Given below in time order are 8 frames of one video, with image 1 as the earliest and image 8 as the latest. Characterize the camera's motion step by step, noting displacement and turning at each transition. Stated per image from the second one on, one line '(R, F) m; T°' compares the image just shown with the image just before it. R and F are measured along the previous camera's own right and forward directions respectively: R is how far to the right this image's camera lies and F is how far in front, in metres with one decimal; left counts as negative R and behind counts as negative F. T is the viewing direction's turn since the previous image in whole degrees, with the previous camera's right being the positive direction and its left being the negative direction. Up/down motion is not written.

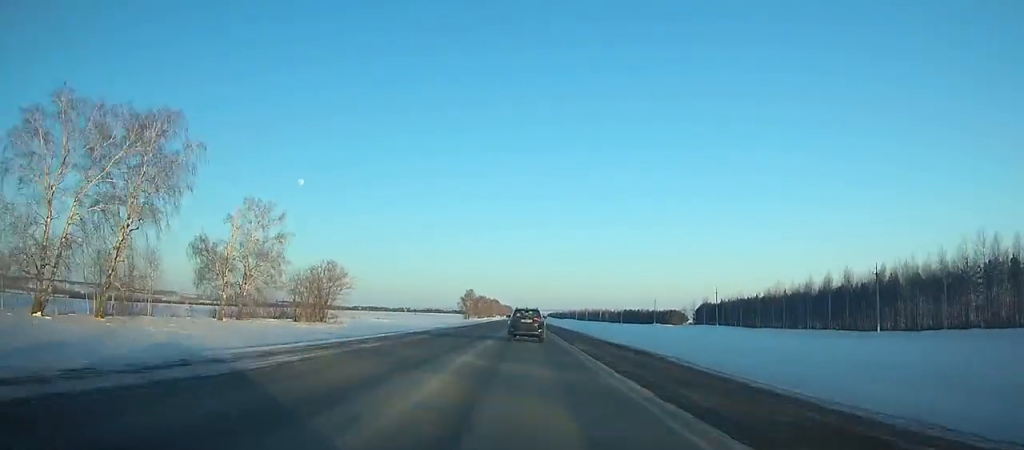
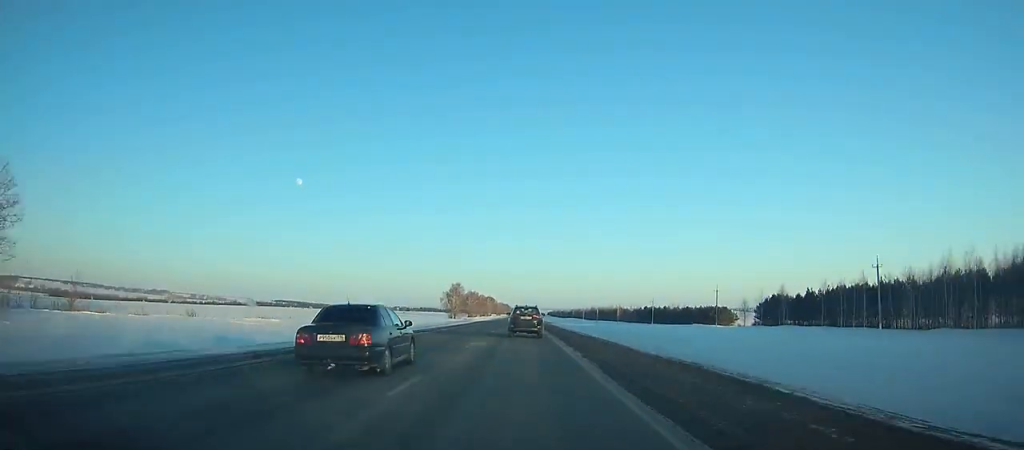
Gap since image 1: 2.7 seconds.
(+0.3, +64.5) m; 0°
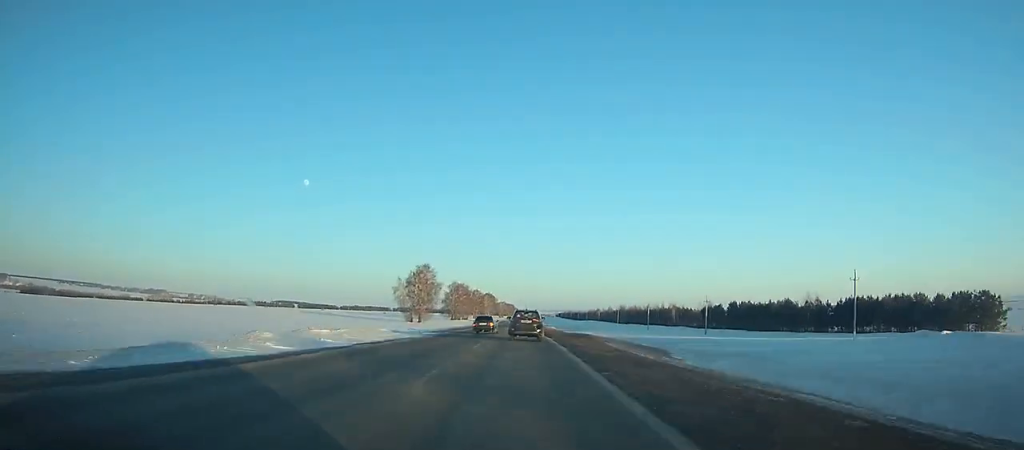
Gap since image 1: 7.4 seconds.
(-0.8, +116.4) m; -1°
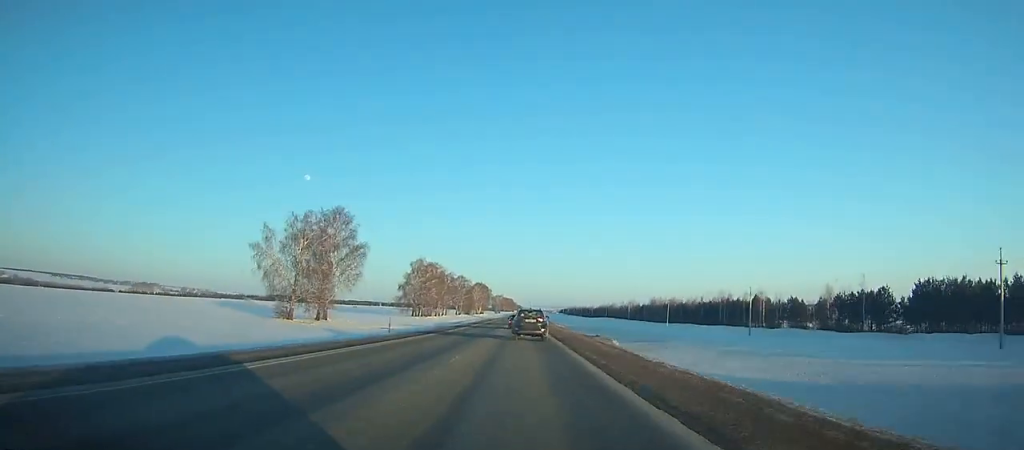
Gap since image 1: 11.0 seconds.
(-0.2, +91.0) m; 0°
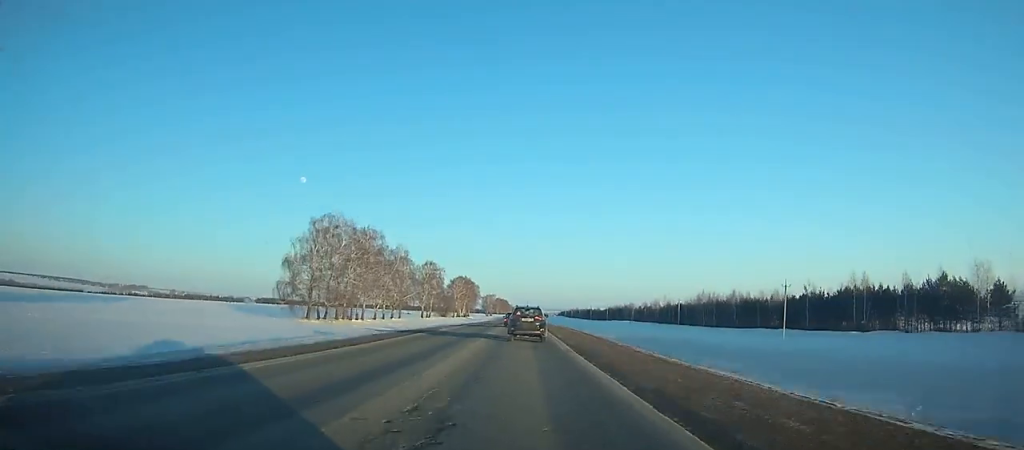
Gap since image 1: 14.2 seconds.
(+0.1, +80.6) m; 0°
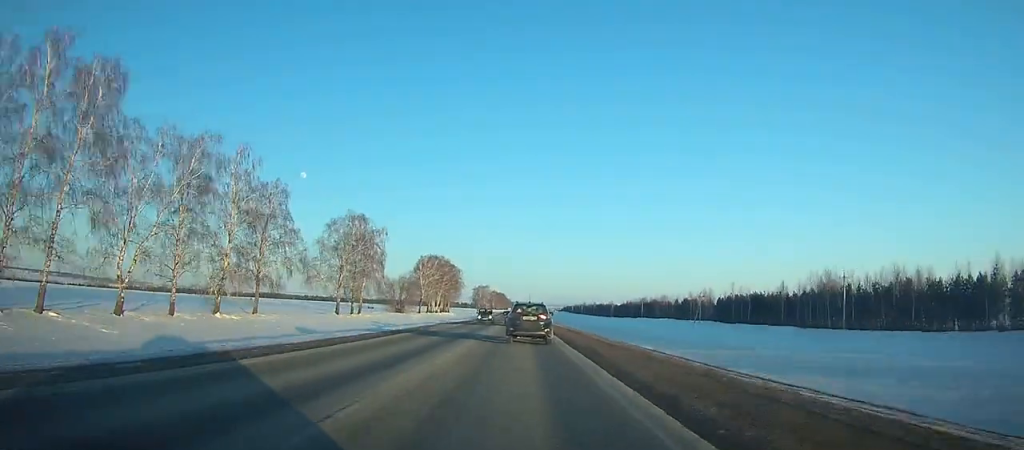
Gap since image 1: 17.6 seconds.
(+0.3, +83.9) m; 0°
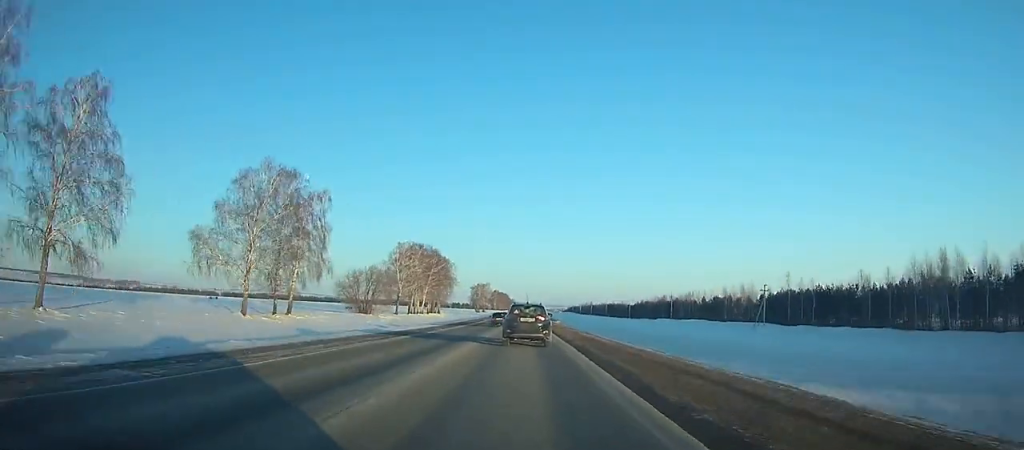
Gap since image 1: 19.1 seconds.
(0.0, +36.3) m; 0°
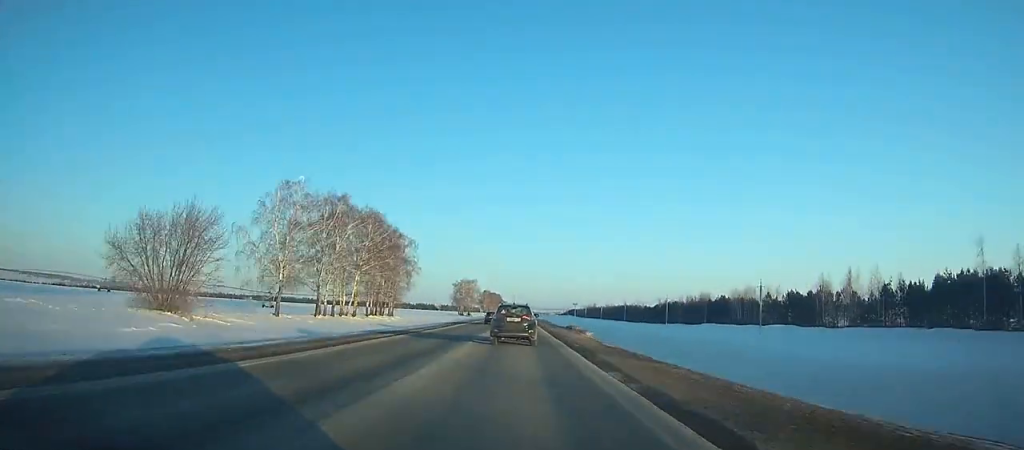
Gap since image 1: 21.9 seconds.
(-0.1, +66.5) m; 0°
